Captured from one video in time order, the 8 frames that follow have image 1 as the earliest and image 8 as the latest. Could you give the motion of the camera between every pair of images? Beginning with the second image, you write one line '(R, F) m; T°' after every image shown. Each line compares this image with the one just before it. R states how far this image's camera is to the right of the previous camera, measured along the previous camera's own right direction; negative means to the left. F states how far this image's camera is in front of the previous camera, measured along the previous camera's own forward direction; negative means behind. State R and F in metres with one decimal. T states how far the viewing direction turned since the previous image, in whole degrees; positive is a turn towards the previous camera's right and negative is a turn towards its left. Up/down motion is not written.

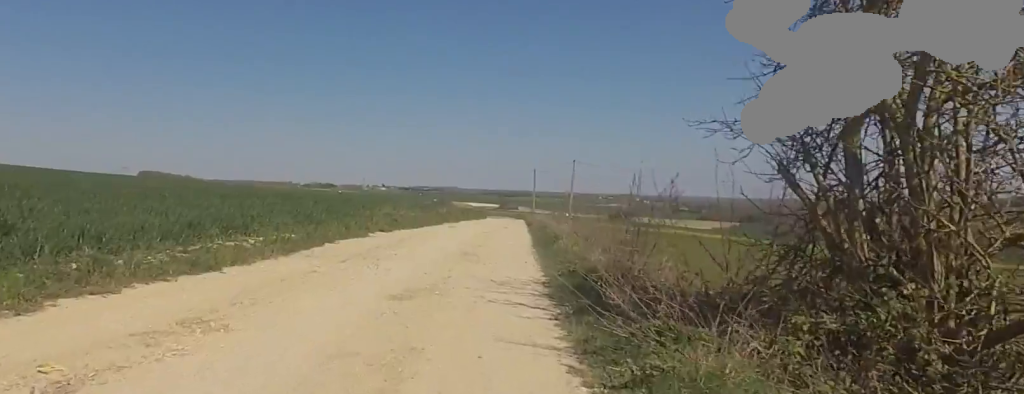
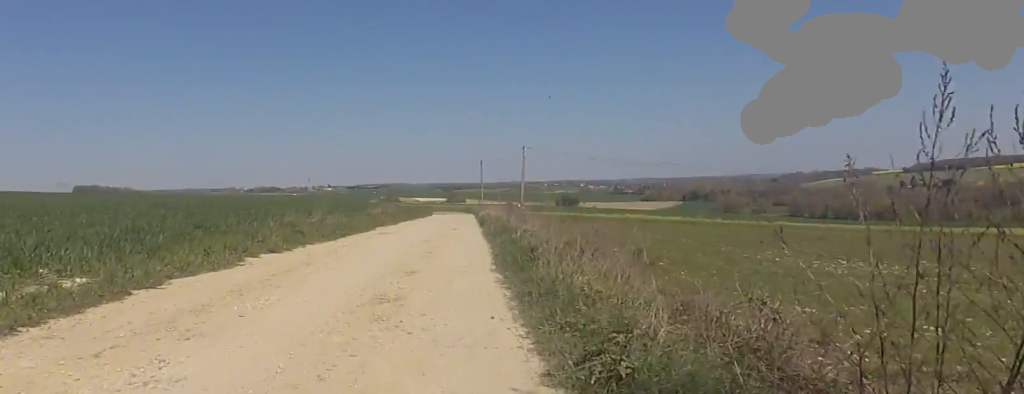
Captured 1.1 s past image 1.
(0.0, +6.0) m; 0°
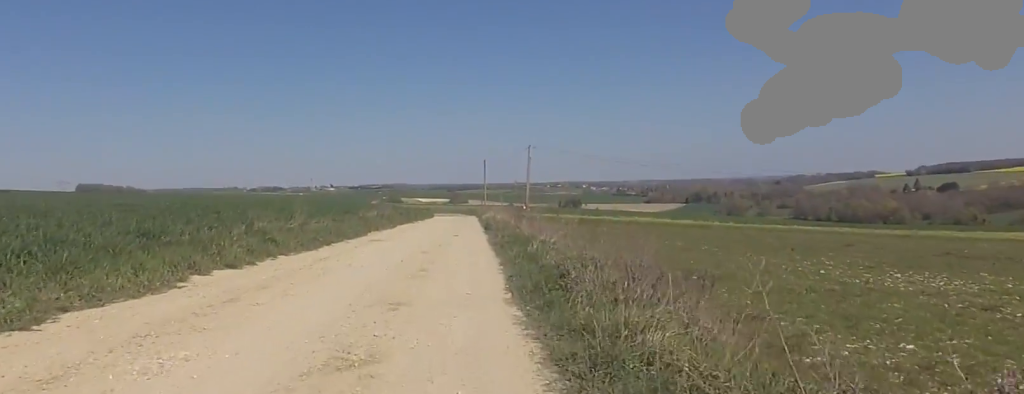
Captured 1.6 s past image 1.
(0.0, +2.6) m; 0°
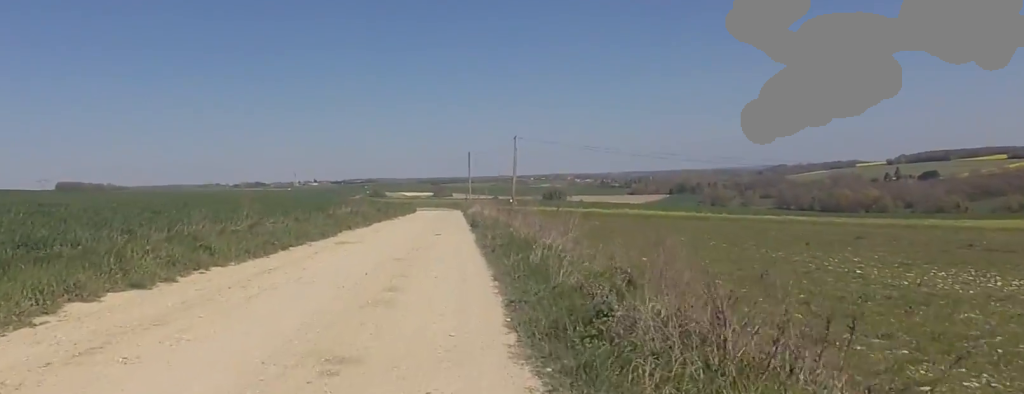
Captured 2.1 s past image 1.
(0.0, +2.7) m; 0°
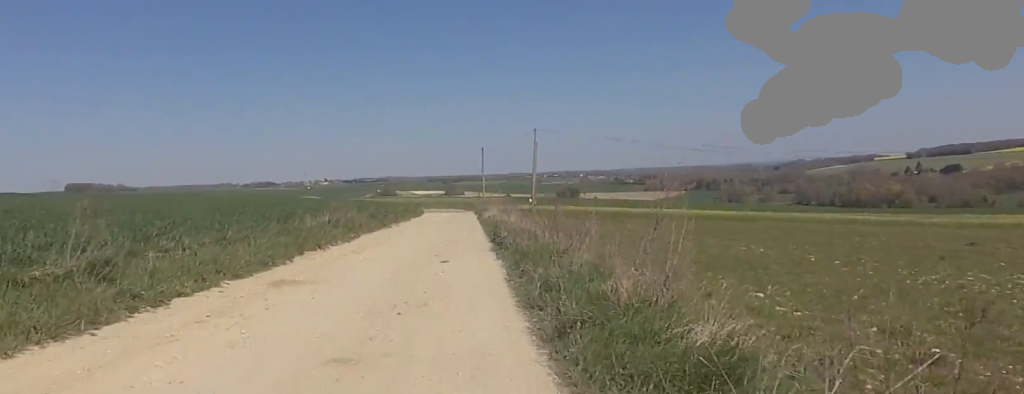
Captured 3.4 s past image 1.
(0.0, +6.3) m; 0°
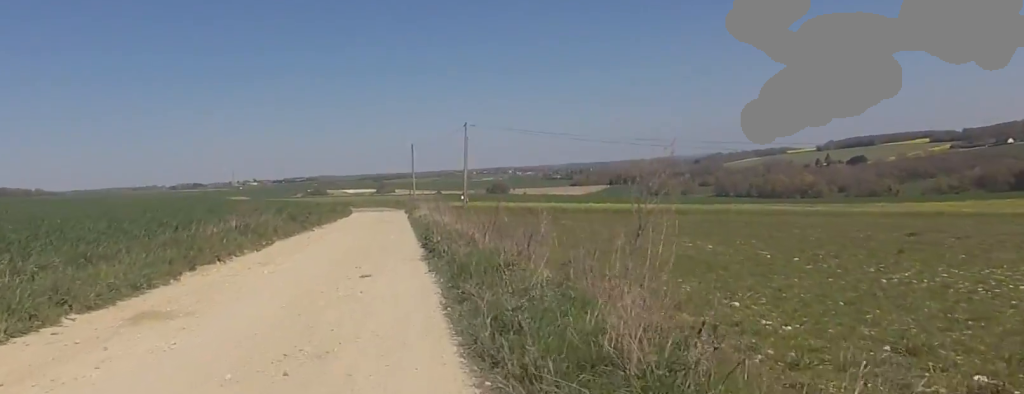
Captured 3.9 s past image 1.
(0.0, +2.2) m; 0°
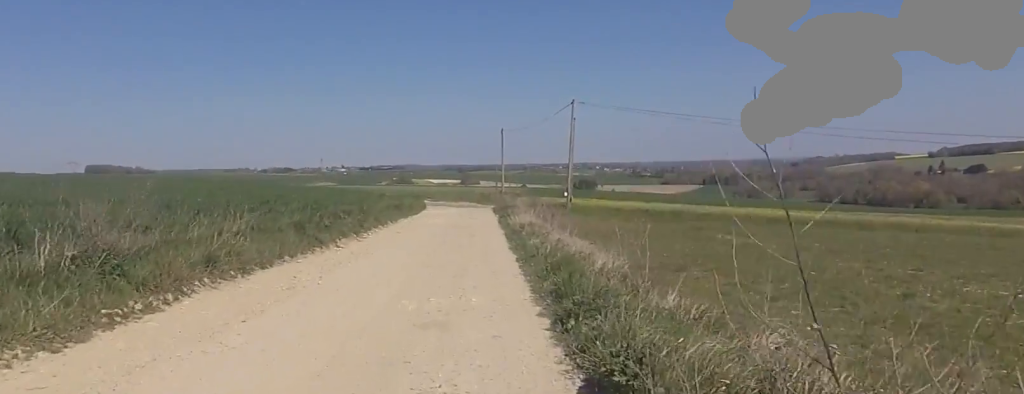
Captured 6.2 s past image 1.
(0.0, +11.0) m; 0°
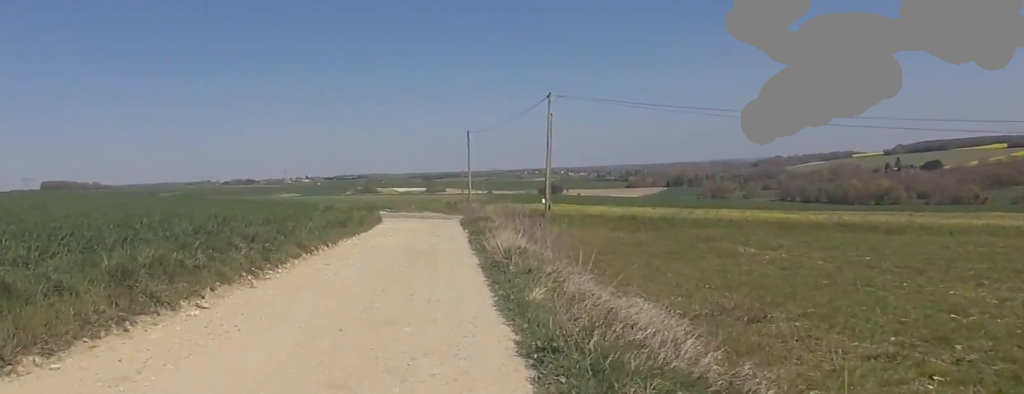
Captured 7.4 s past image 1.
(0.0, +5.6) m; 0°
